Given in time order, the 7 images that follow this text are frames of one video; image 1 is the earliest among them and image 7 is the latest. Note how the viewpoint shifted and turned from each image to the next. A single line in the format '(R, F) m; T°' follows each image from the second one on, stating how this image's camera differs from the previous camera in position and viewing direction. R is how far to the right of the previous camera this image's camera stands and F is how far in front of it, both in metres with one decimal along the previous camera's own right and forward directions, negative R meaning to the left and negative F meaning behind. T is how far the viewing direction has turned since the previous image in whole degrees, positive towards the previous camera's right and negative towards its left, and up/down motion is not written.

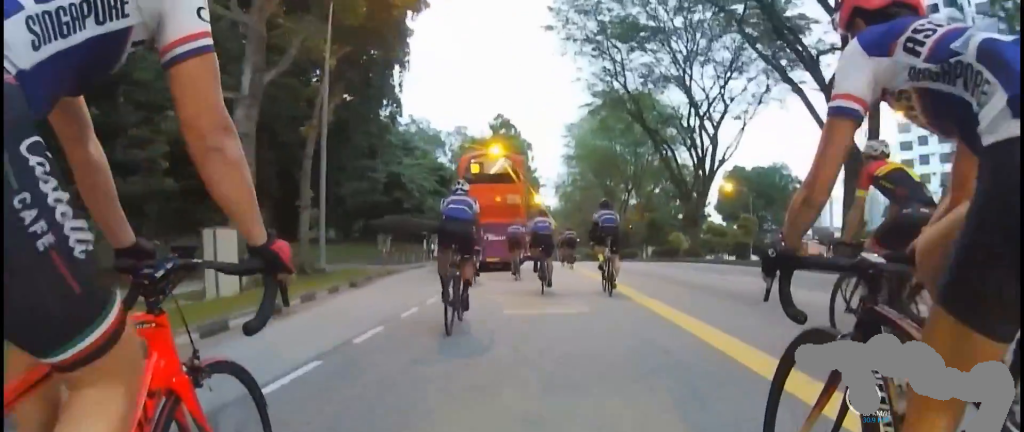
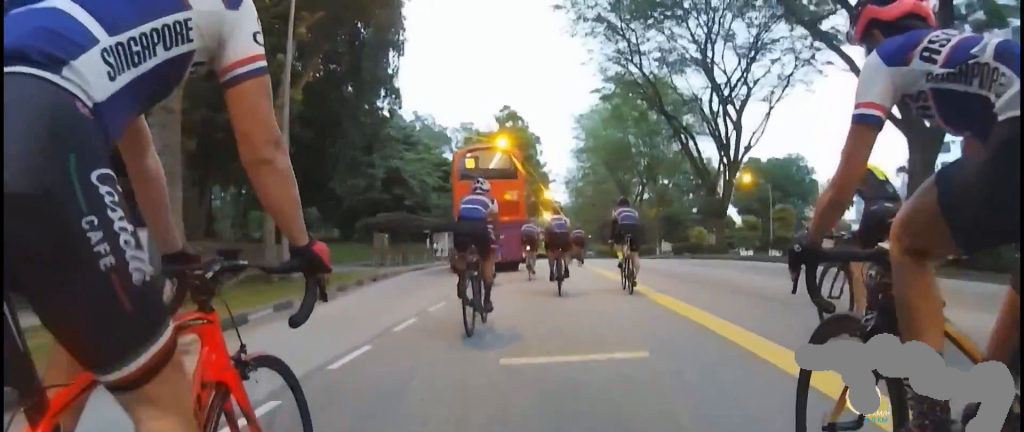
(+0.6, +2.8) m; -2°
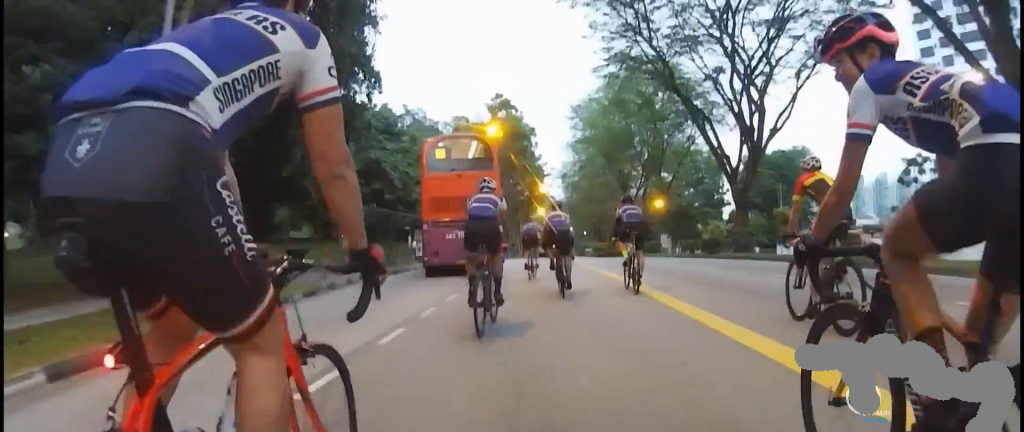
(+0.3, +4.1) m; -5°
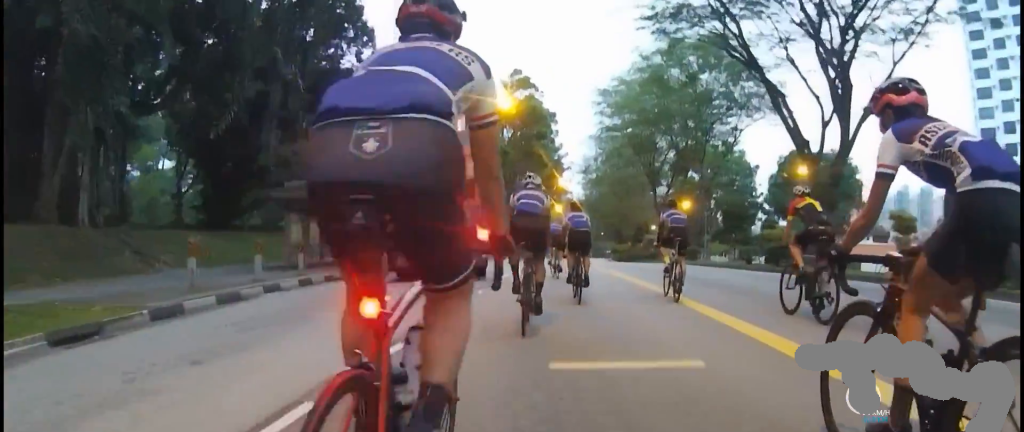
(-1.3, +6.6) m; -7°
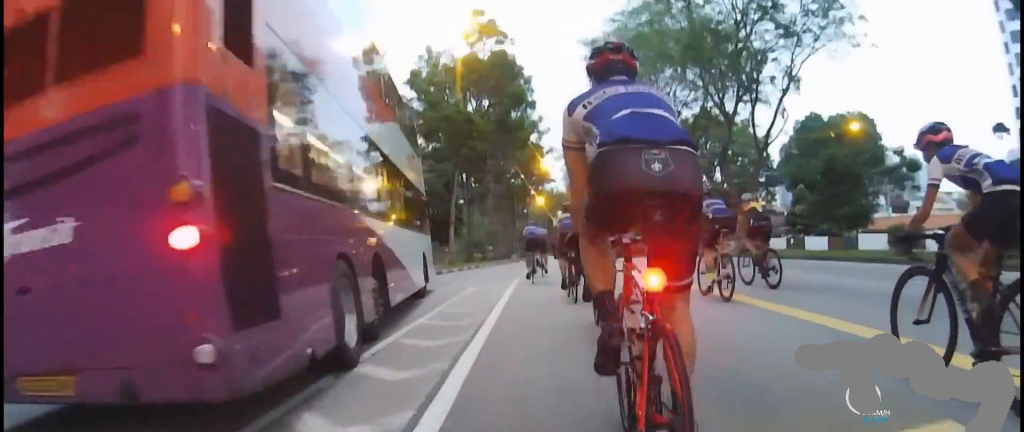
(+2.0, +13.6) m; +18°
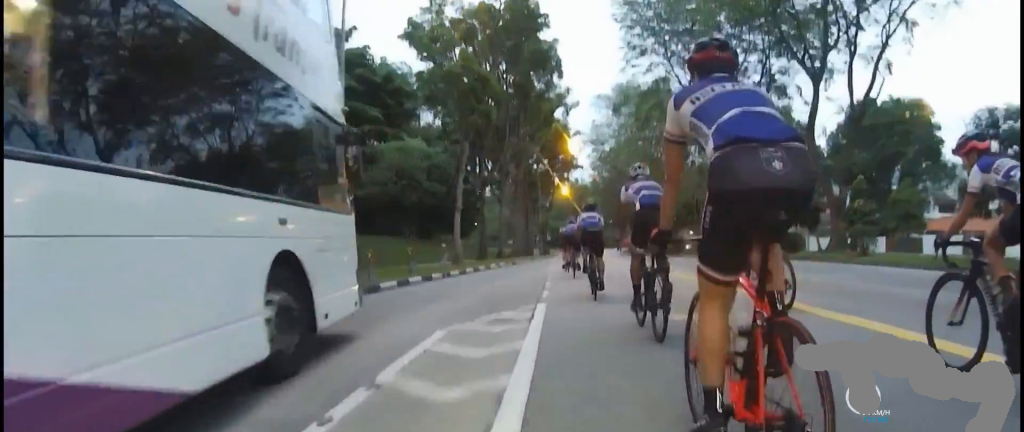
(+0.5, +7.6) m; -5°
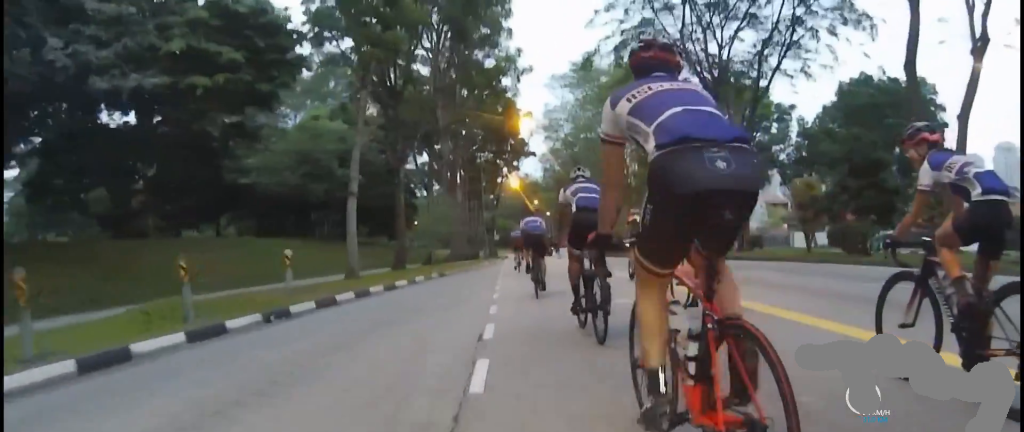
(-1.5, +10.1) m; -7°
